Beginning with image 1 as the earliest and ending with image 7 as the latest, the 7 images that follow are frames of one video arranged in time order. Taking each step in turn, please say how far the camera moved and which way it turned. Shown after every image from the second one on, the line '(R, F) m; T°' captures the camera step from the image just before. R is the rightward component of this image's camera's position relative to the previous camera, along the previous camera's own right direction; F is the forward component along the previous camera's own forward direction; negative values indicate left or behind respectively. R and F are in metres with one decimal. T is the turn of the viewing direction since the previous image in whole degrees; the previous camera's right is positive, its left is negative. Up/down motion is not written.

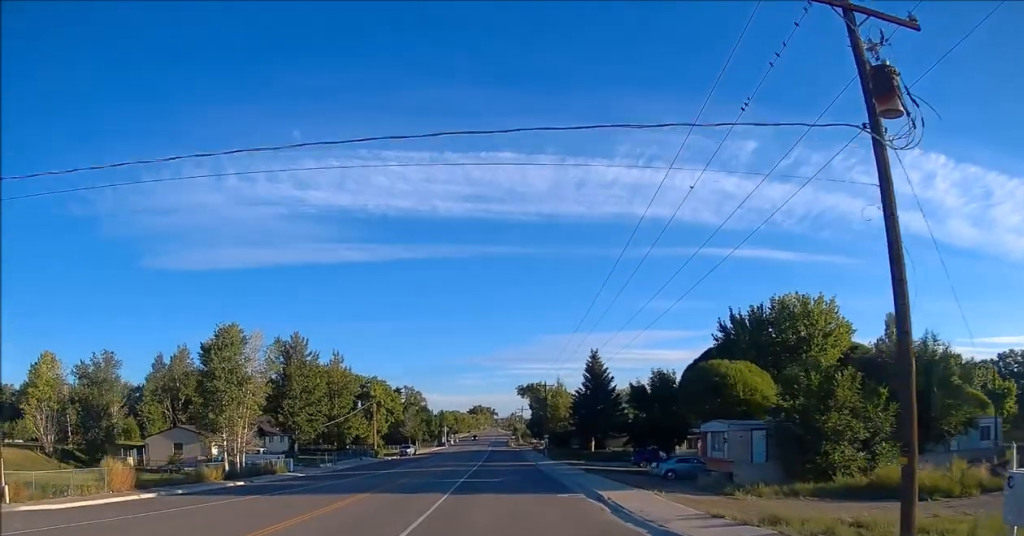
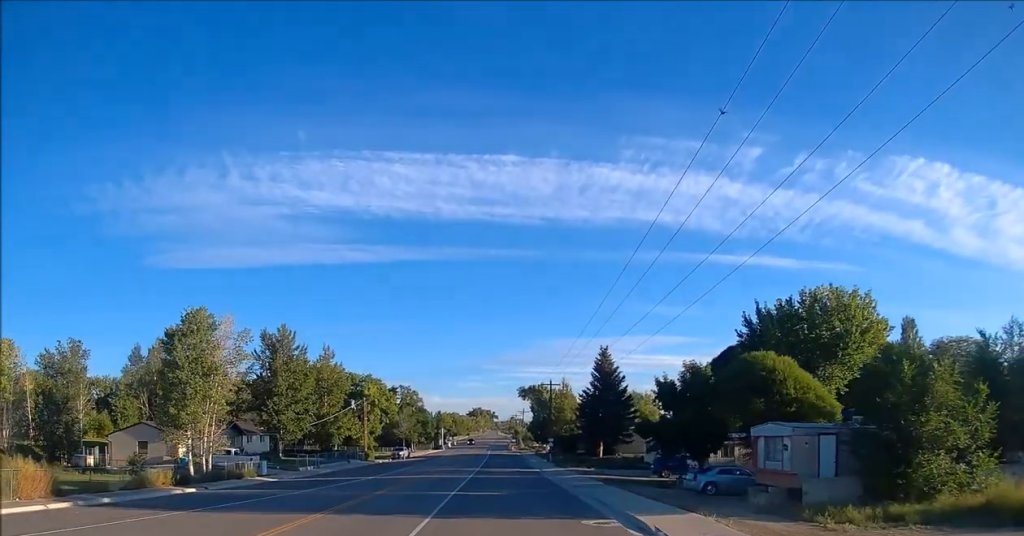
(+0.1, +8.3) m; +1°
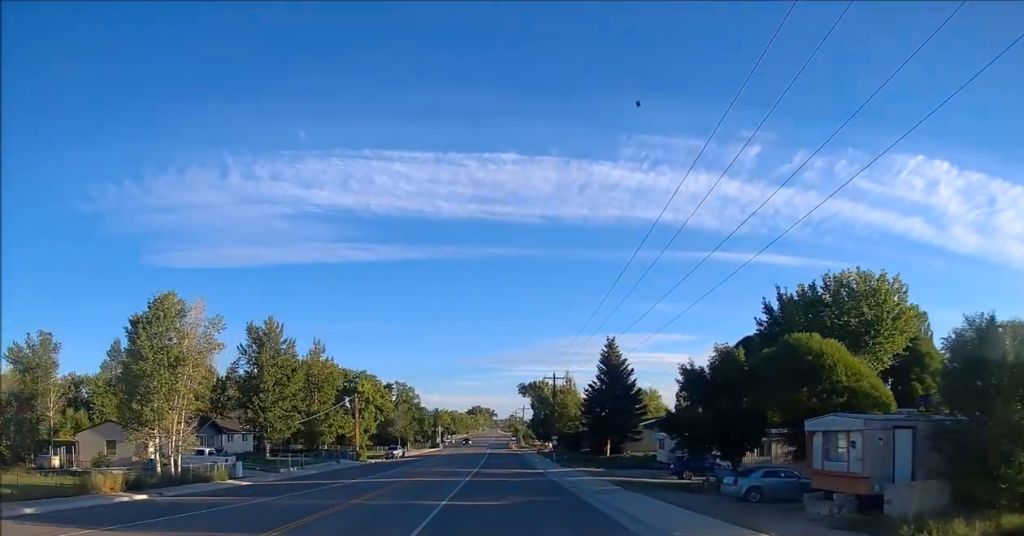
(+0.1, +6.0) m; +1°
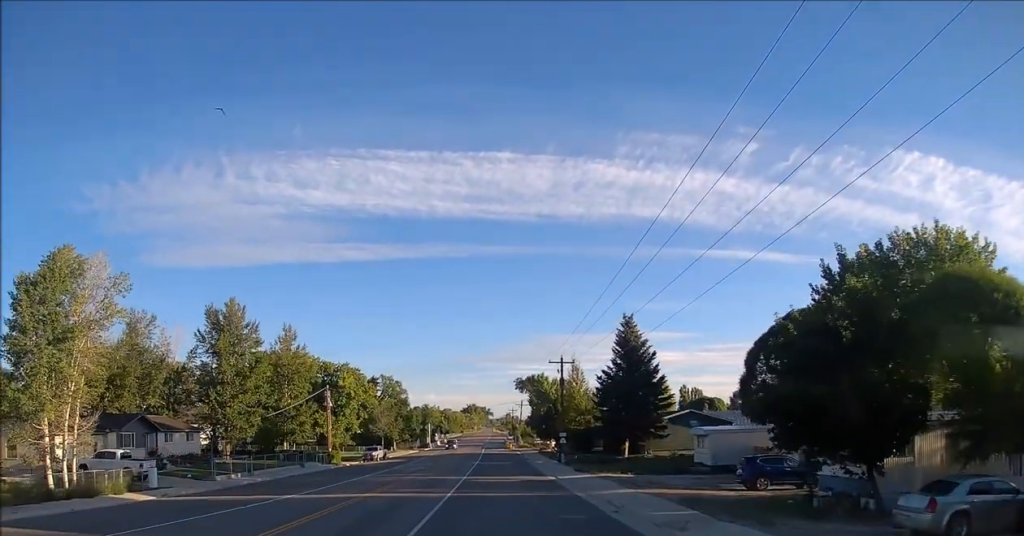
(+0.2, +14.0) m; +1°
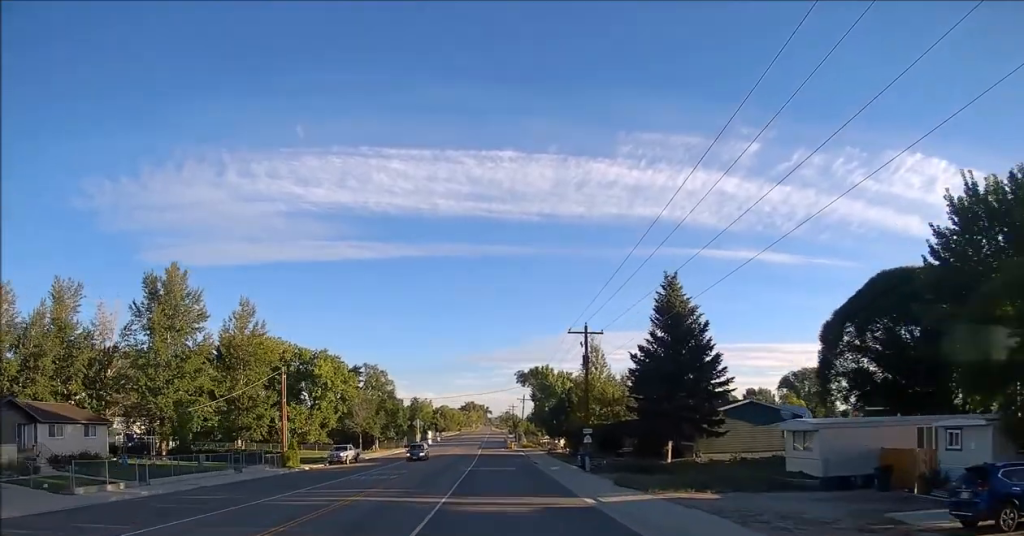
(0.0, +18.1) m; 0°
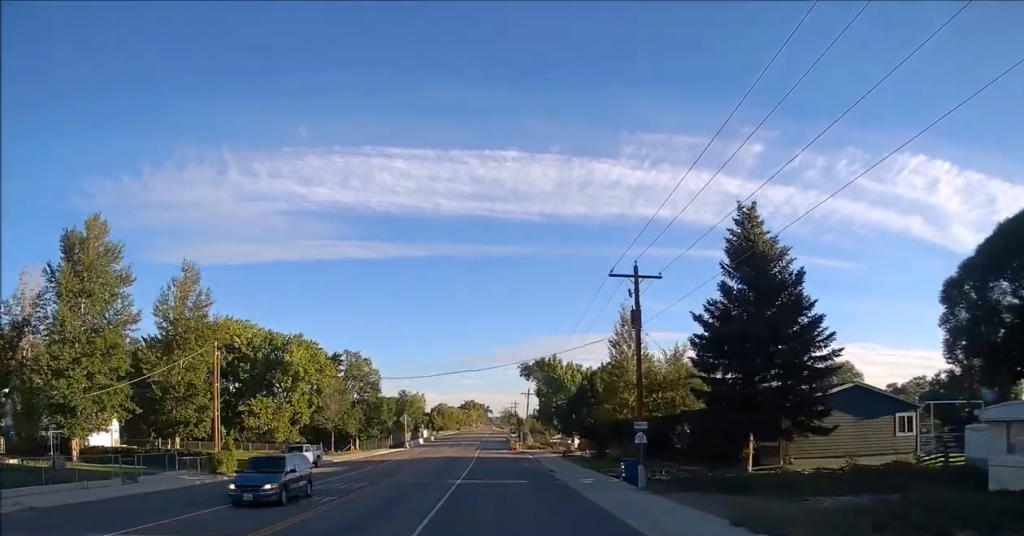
(0.0, +17.1) m; -3°
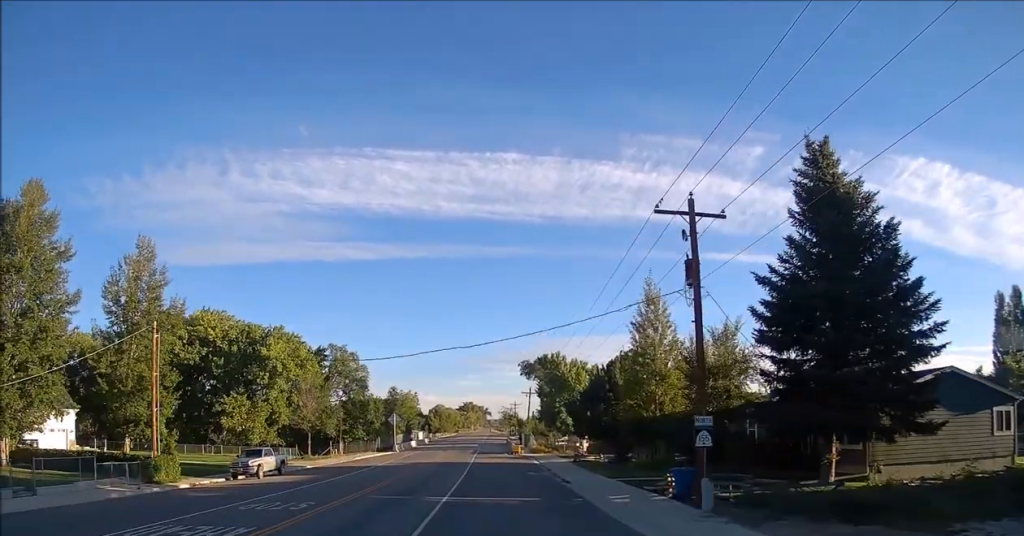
(-0.4, +9.1) m; +1°
